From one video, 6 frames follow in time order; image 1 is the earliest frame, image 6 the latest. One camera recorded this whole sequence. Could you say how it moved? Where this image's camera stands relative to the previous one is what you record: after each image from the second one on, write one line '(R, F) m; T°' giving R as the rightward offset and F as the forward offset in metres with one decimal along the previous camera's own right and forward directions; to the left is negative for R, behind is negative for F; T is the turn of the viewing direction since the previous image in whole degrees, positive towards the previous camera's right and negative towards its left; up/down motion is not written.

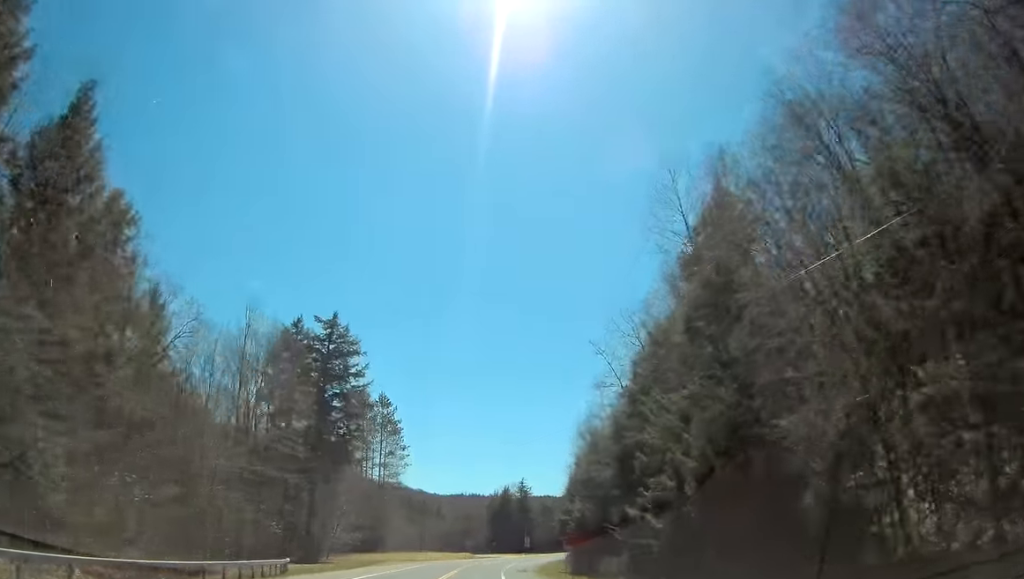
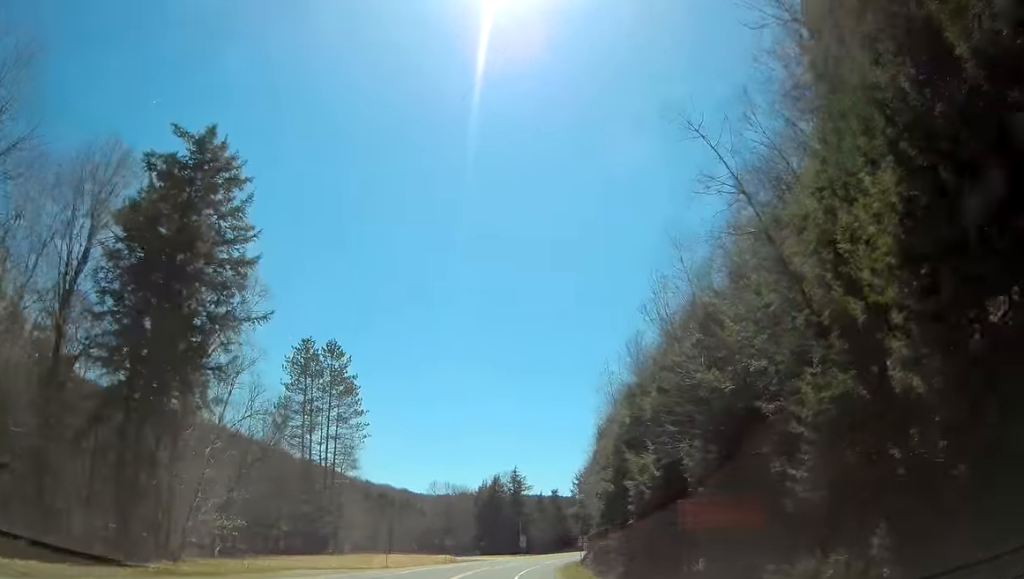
(+0.3, +30.5) m; +2°
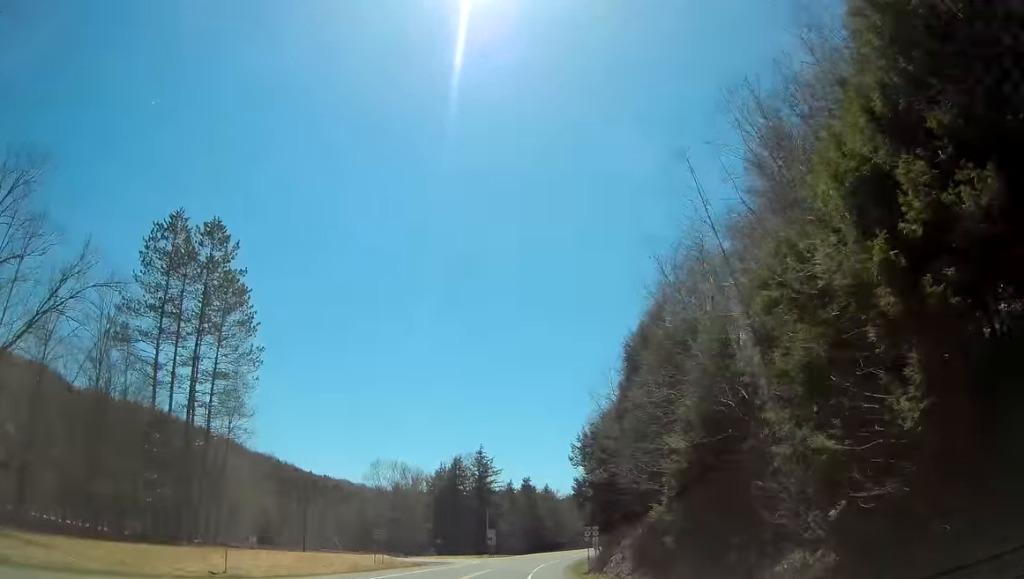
(+0.7, +32.5) m; +4°
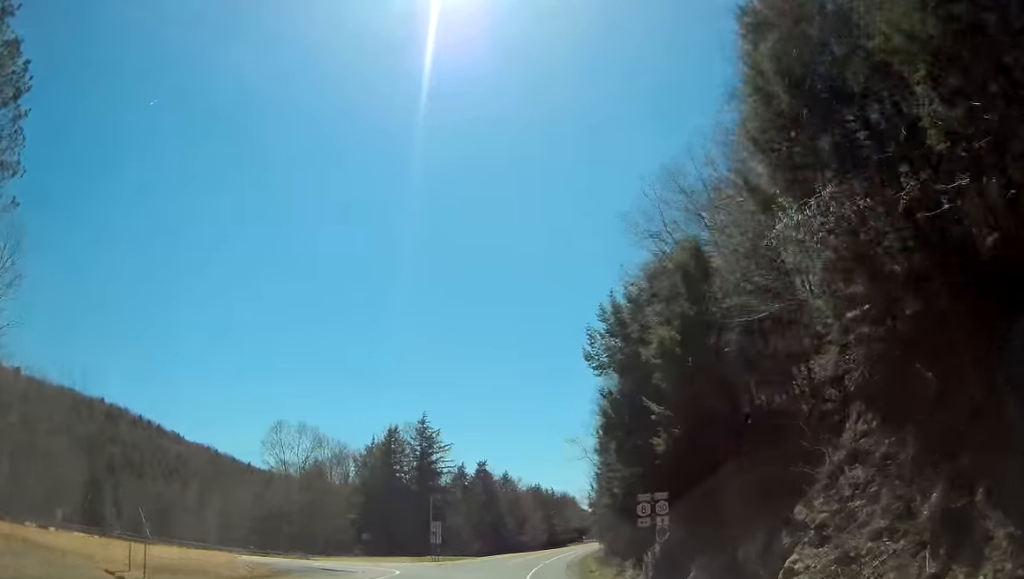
(+1.5, +33.3) m; +4°
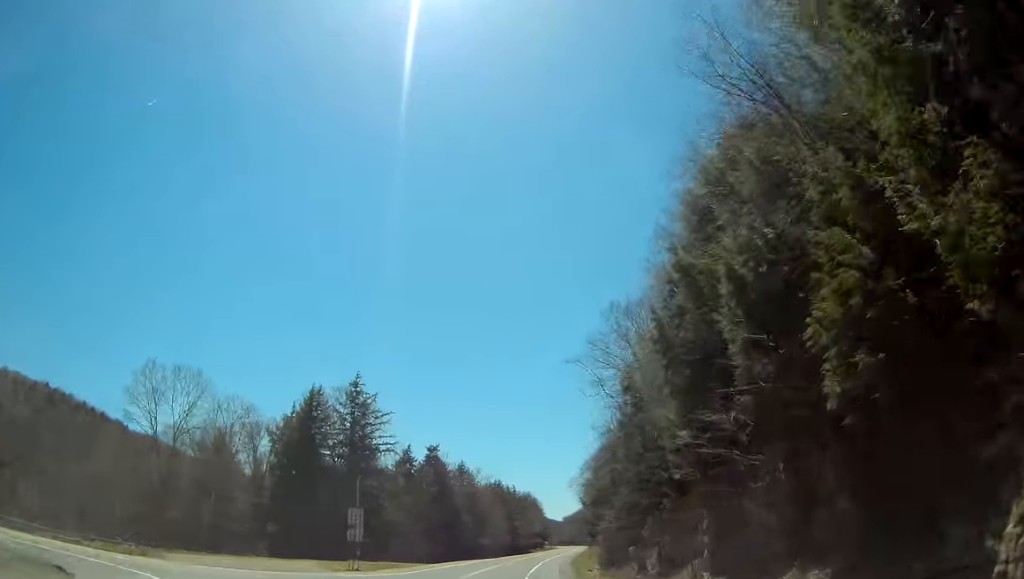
(+0.7, +26.0) m; +4°
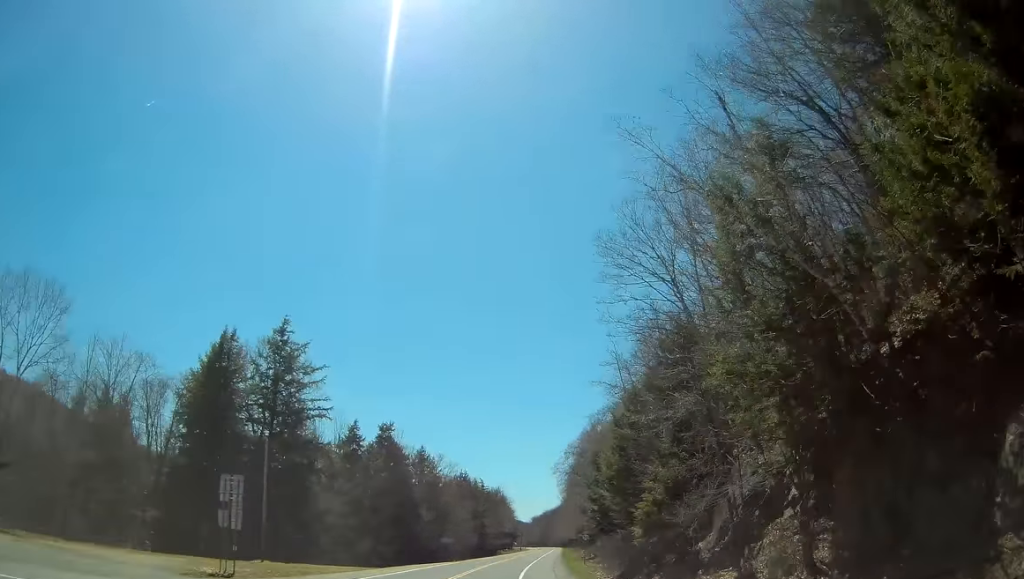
(+0.7, +20.3) m; +3°
